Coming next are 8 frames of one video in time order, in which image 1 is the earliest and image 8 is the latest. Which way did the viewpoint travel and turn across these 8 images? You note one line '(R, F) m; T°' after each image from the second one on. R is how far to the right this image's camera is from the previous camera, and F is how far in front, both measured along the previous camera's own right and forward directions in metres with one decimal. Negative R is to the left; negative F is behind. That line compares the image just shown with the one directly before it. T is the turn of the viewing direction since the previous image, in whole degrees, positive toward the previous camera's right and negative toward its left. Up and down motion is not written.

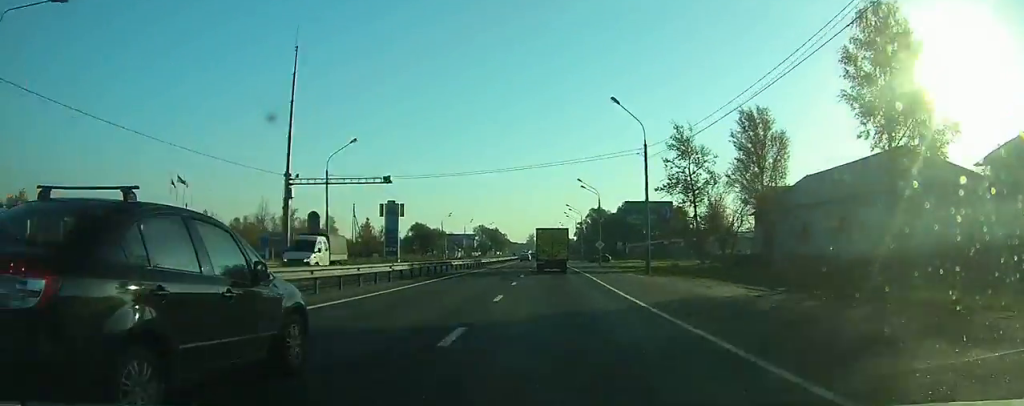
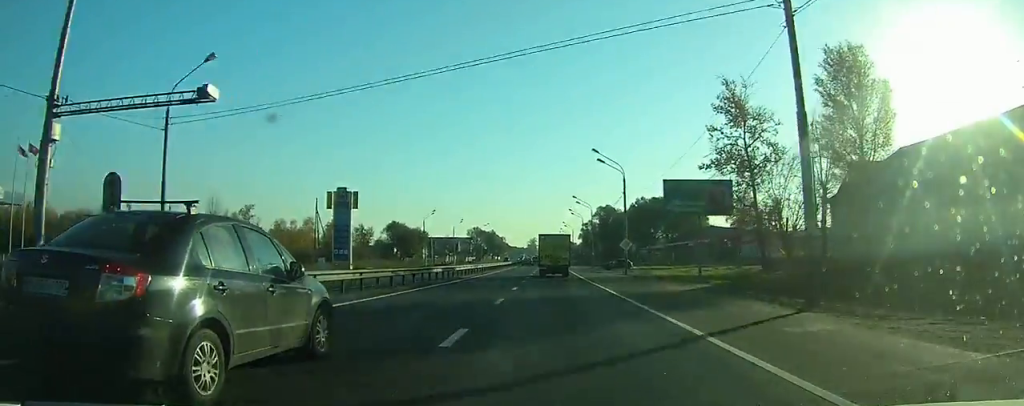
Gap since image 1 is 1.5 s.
(0.0, +24.3) m; 0°
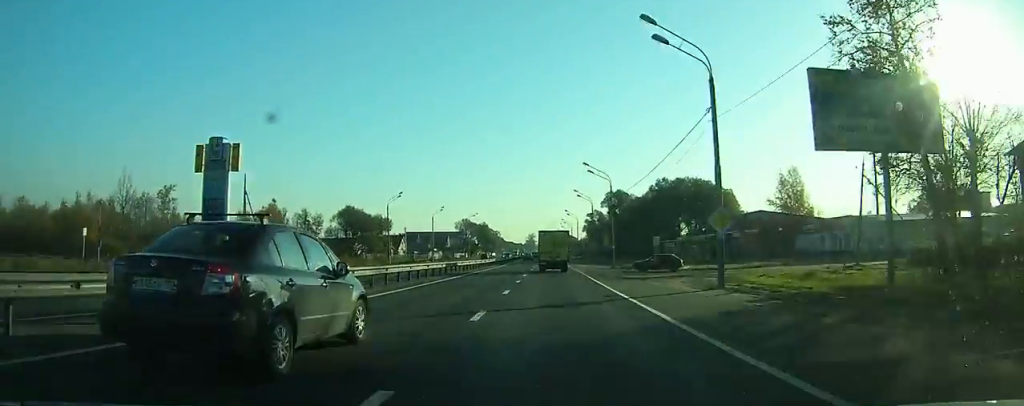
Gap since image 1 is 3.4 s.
(-0.1, +29.4) m; 0°
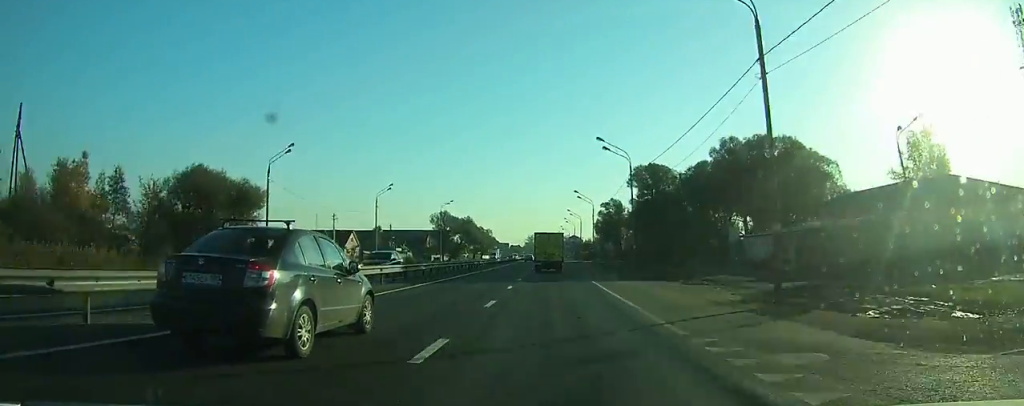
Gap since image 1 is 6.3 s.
(-0.2, +44.9) m; 0°
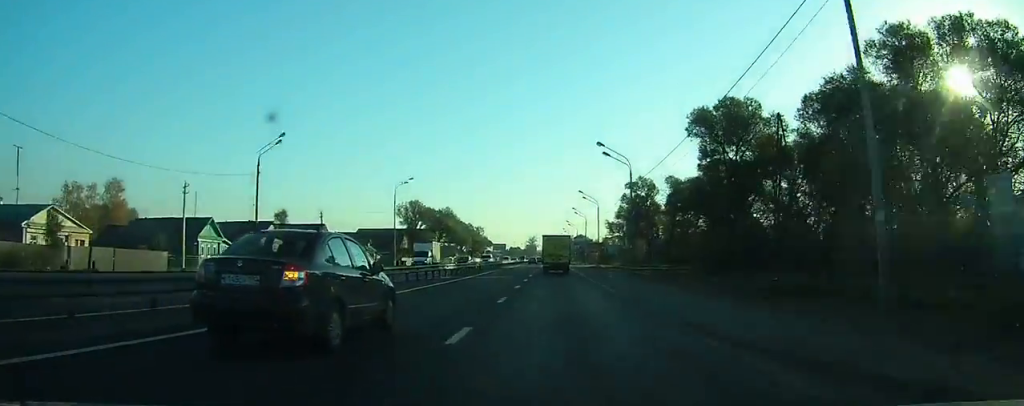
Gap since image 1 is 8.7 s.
(+0.1, +38.6) m; 0°
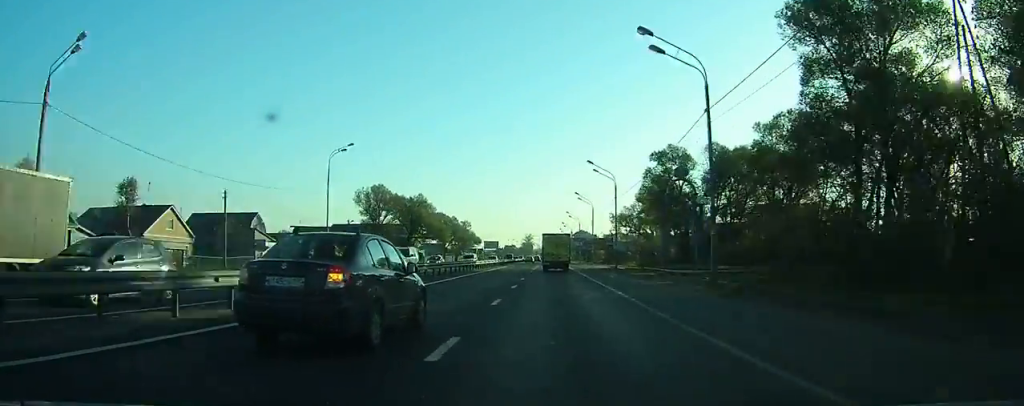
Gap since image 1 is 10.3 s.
(0.0, +25.0) m; 0°
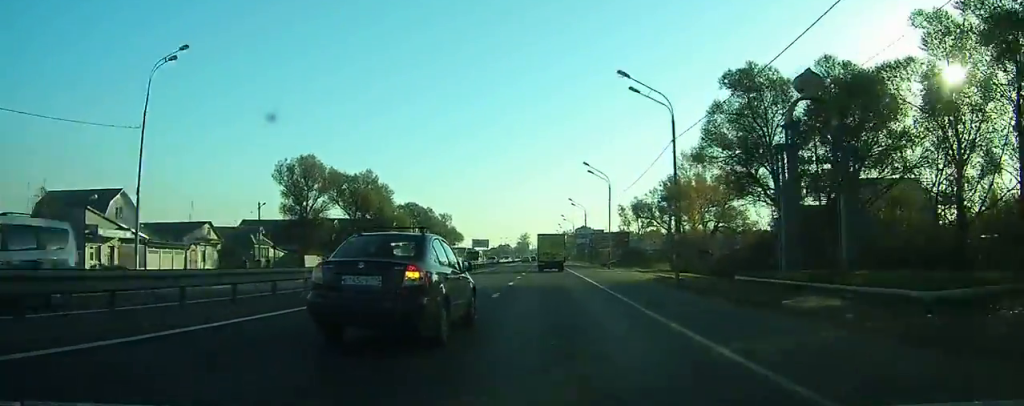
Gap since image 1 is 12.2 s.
(-0.1, +28.5) m; 0°
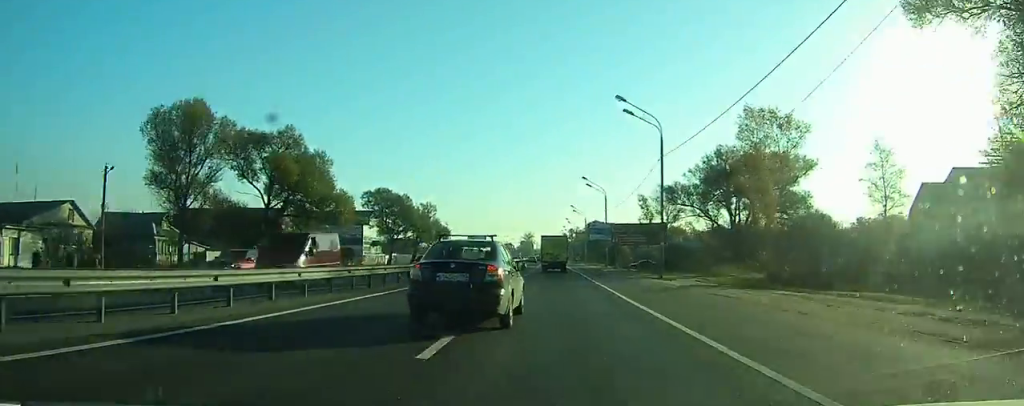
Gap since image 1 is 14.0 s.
(+0.1, +26.5) m; 0°
